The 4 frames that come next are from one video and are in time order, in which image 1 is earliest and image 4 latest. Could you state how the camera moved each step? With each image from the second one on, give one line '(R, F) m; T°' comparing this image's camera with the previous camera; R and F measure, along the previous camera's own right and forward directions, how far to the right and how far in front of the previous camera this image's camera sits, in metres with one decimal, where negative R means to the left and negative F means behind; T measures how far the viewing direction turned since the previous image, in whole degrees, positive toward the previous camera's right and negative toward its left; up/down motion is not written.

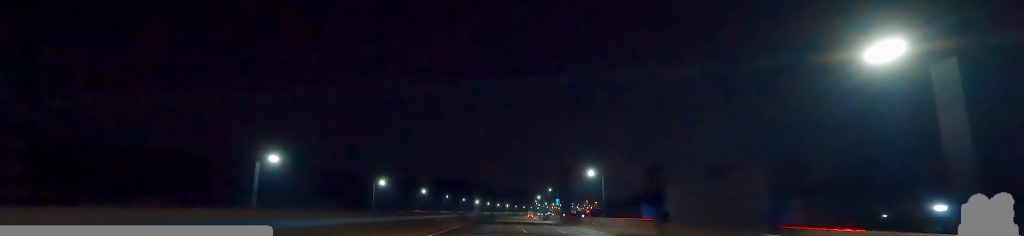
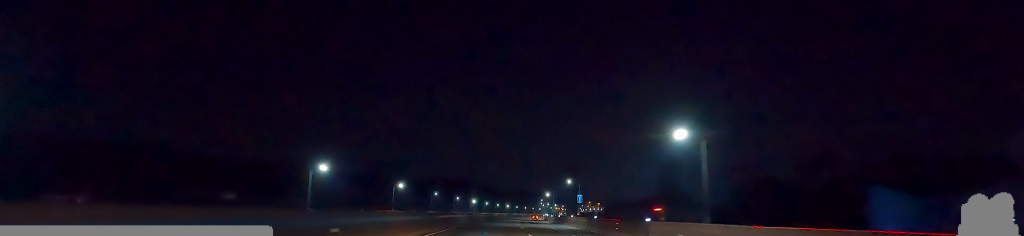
(-0.1, +33.4) m; 0°
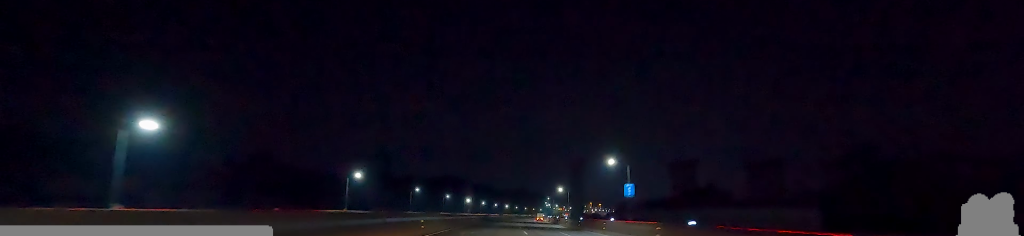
(0.0, +33.2) m; 0°
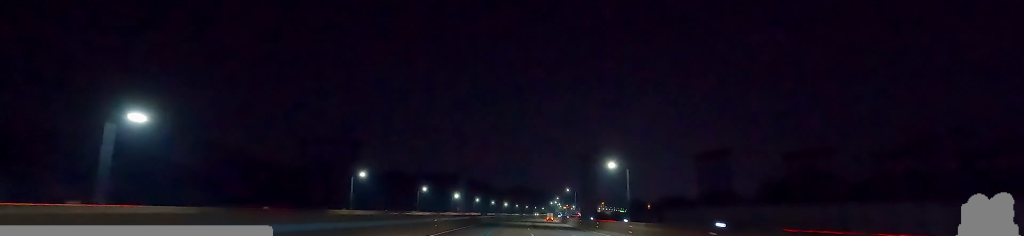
(0.0, +46.5) m; +3°
